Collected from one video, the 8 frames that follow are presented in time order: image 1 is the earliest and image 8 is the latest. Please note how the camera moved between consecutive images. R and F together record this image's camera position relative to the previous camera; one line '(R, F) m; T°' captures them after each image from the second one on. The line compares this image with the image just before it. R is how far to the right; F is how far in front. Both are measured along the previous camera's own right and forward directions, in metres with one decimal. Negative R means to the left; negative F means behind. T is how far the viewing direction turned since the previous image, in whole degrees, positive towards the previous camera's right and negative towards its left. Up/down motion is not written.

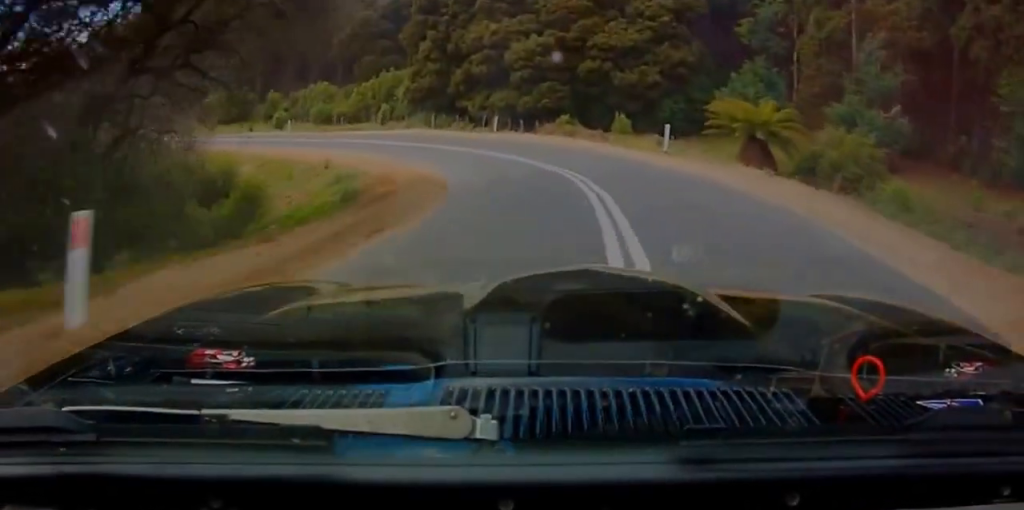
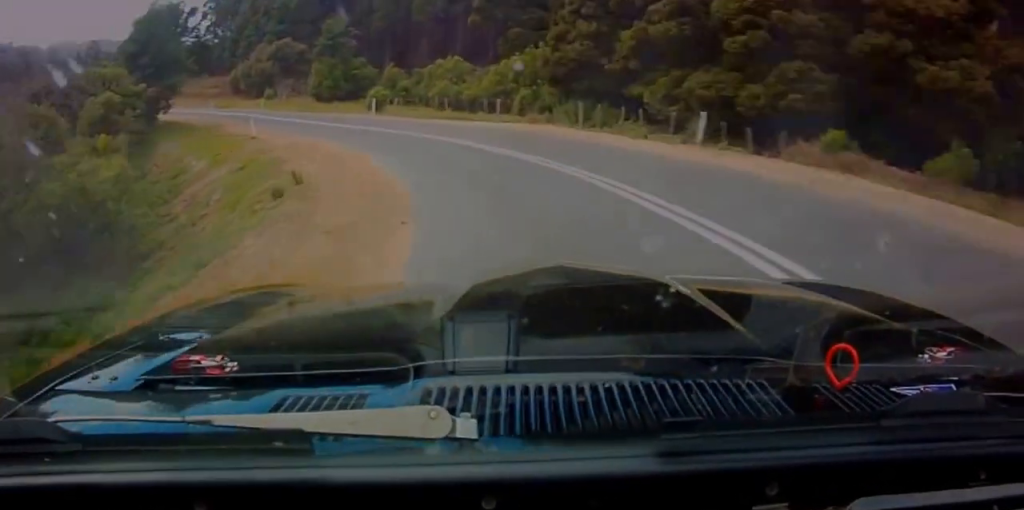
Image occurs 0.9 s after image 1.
(0.0, +25.8) m; 0°
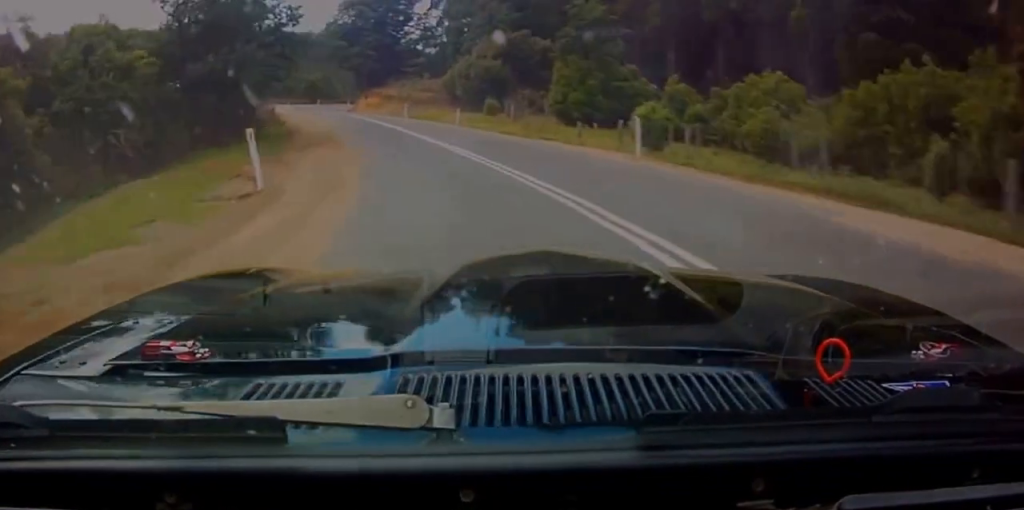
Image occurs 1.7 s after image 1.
(0.0, +24.1) m; 0°
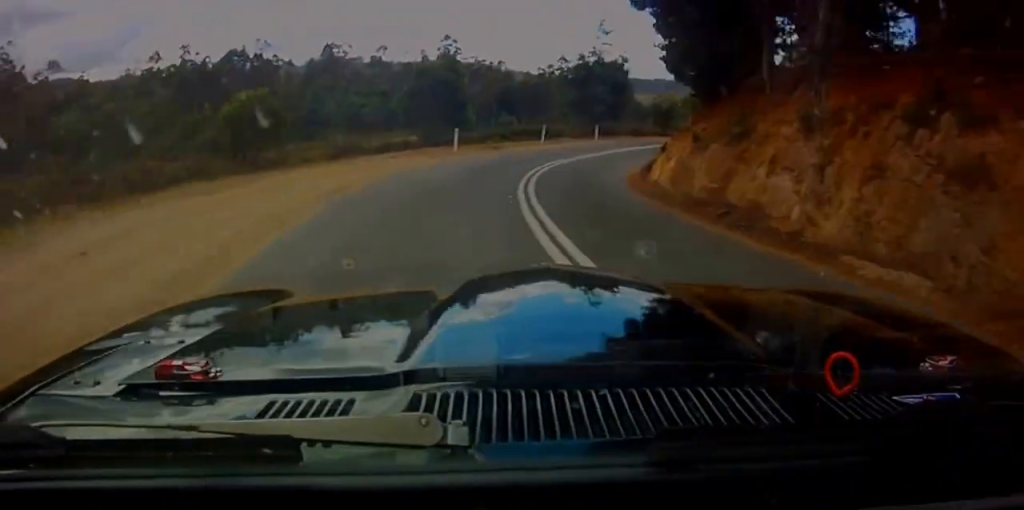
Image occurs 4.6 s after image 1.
(0.0, +80.5) m; 0°
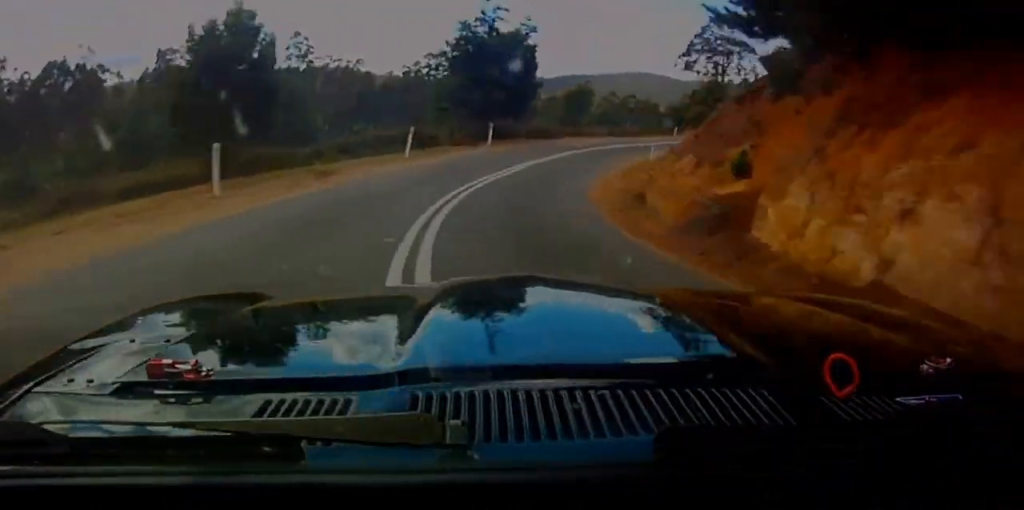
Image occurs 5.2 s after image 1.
(0.0, +16.3) m; 0°
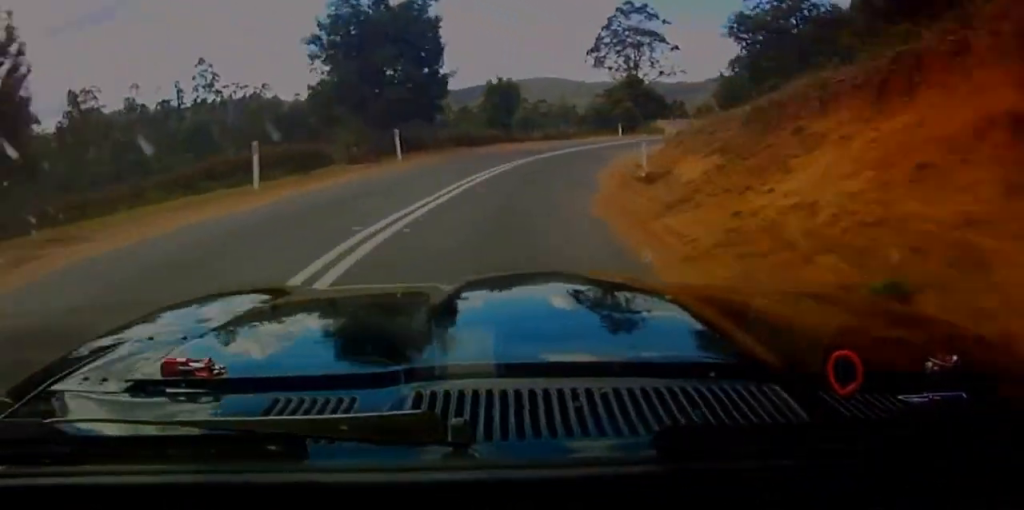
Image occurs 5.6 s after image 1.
(0.0, +11.8) m; -1°
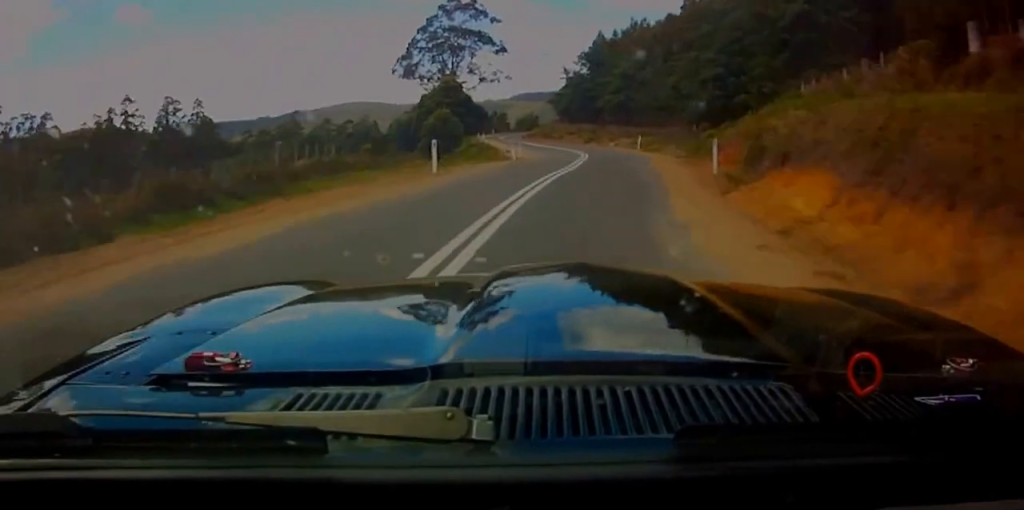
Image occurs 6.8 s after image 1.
(-1.1, +37.0) m; +2°
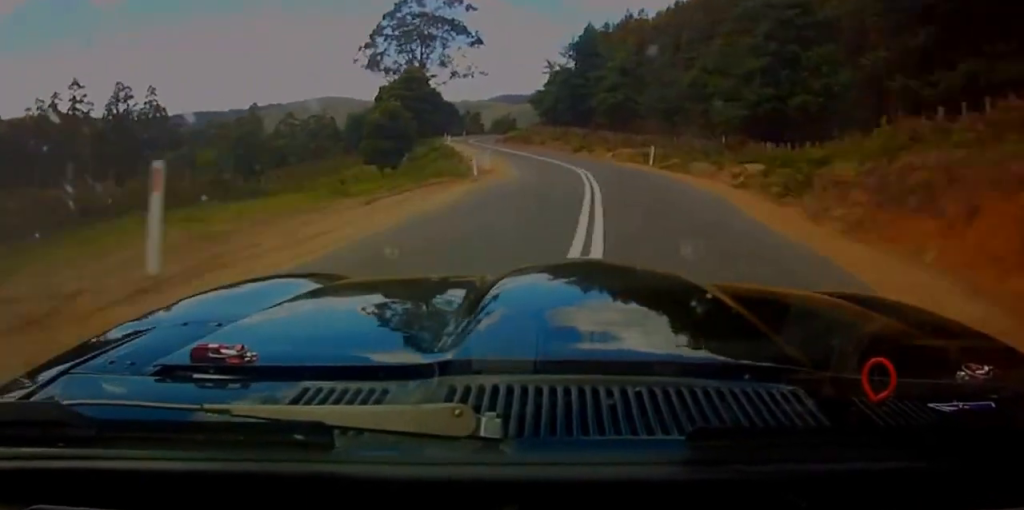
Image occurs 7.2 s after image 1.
(-1.3, +12.8) m; +3°
